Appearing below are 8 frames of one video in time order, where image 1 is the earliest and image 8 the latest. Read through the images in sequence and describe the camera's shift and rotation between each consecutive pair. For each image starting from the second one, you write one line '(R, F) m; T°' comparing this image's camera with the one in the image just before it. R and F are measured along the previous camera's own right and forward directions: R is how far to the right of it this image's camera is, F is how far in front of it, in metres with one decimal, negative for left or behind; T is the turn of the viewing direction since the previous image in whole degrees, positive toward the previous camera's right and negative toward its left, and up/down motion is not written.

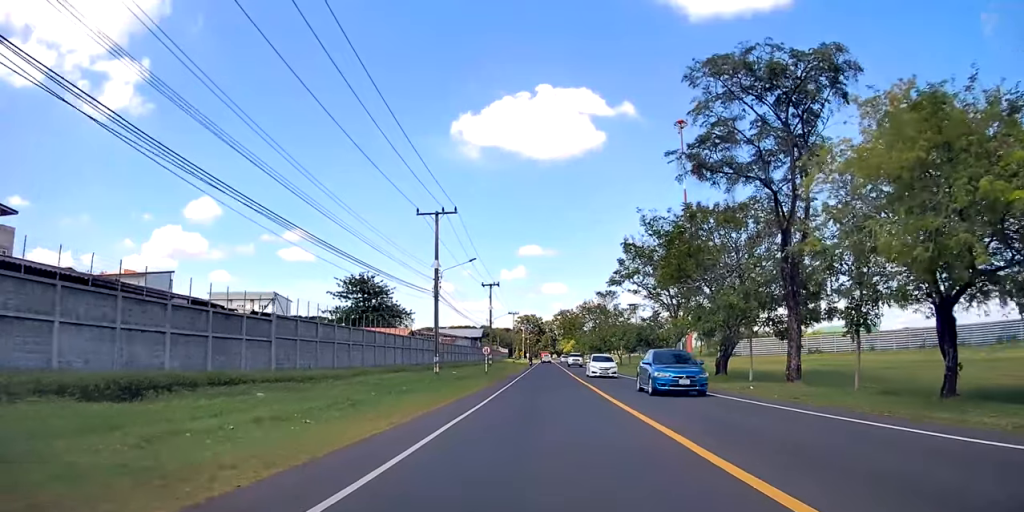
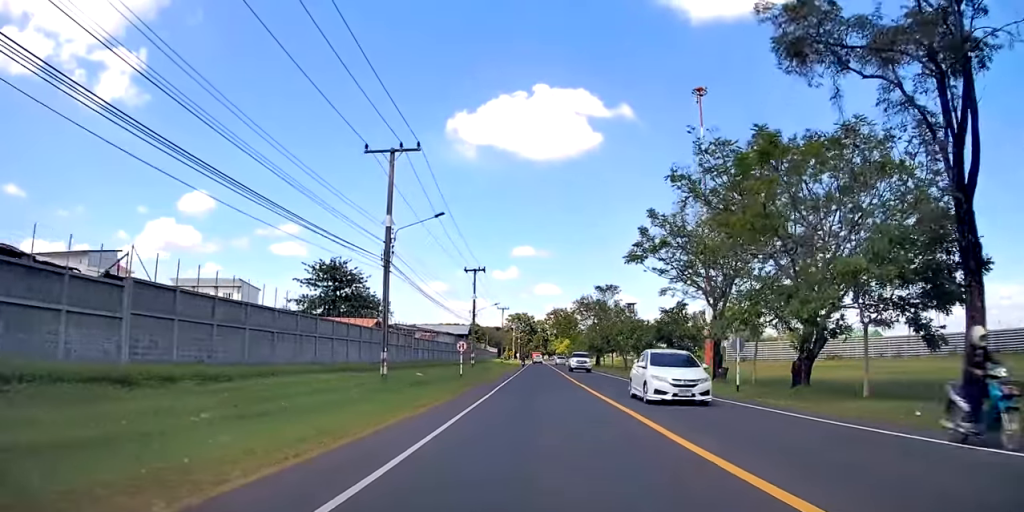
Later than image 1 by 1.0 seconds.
(0.0, +11.6) m; 0°
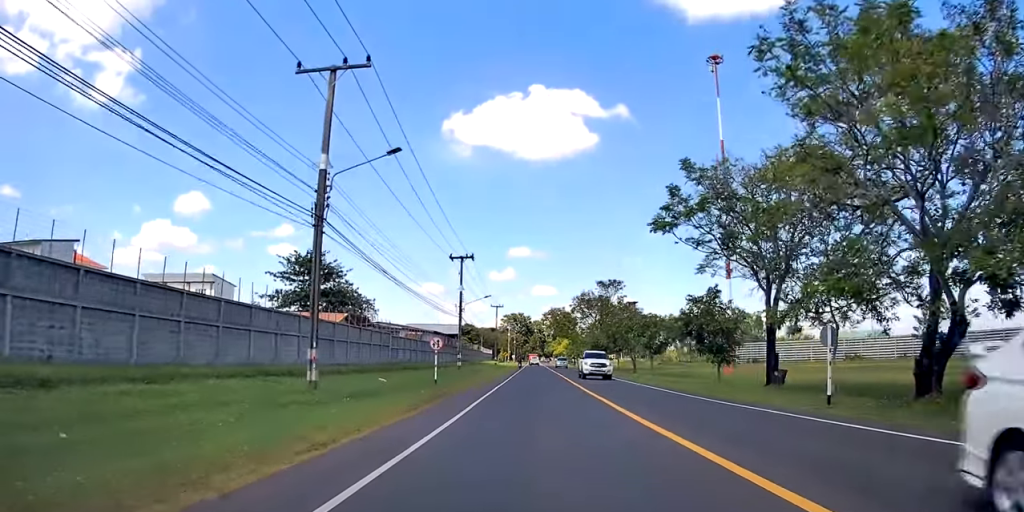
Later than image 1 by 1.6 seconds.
(0.0, +8.0) m; -1°
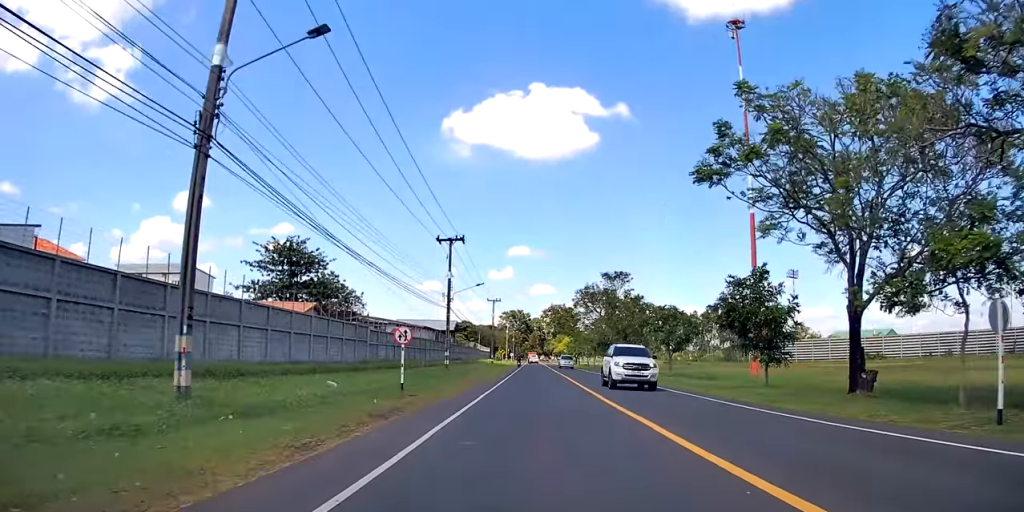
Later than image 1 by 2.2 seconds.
(+0.1, +7.1) m; -2°
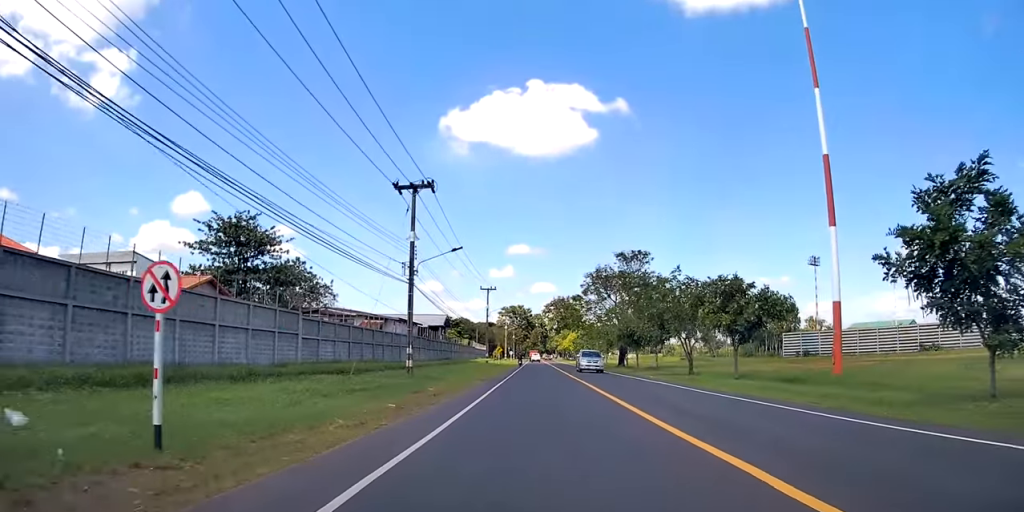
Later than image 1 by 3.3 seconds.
(-0.8, +14.3) m; -1°
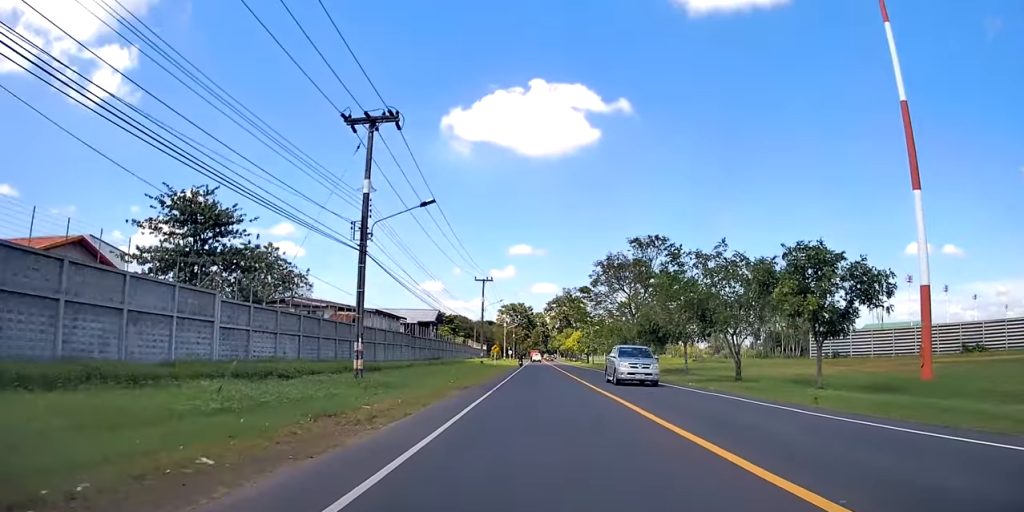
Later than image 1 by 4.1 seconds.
(+0.4, +9.2) m; +3°
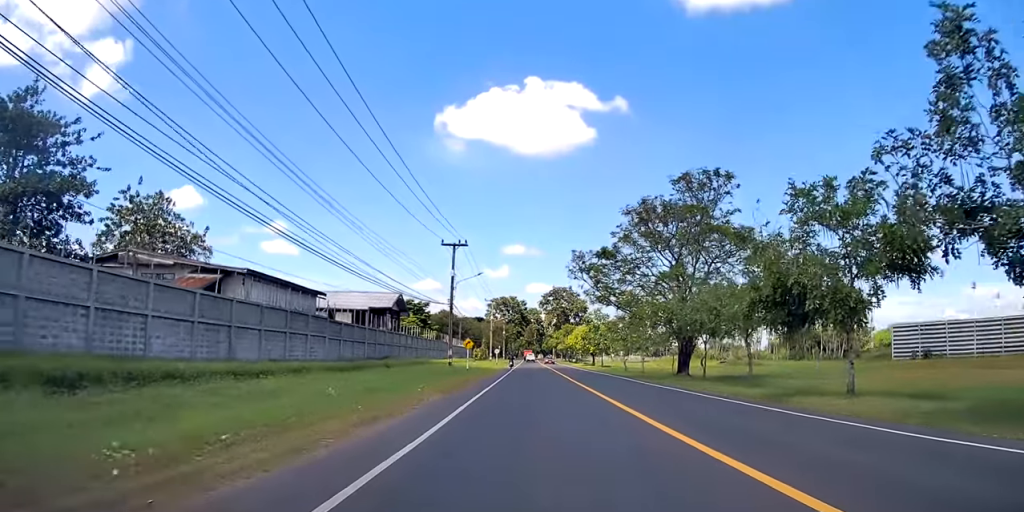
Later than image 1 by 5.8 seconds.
(+0.7, +22.7) m; +2°
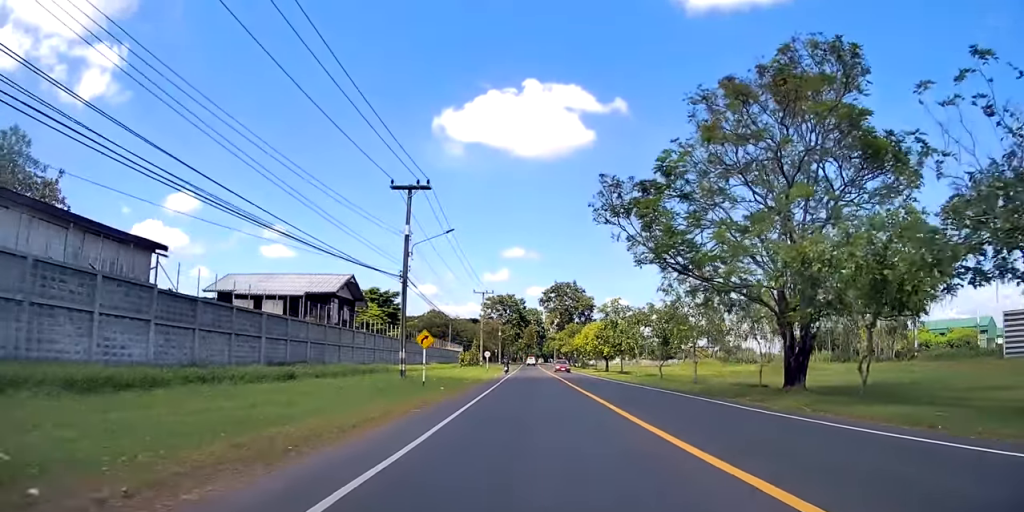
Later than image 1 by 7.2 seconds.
(0.0, +18.3) m; 0°
